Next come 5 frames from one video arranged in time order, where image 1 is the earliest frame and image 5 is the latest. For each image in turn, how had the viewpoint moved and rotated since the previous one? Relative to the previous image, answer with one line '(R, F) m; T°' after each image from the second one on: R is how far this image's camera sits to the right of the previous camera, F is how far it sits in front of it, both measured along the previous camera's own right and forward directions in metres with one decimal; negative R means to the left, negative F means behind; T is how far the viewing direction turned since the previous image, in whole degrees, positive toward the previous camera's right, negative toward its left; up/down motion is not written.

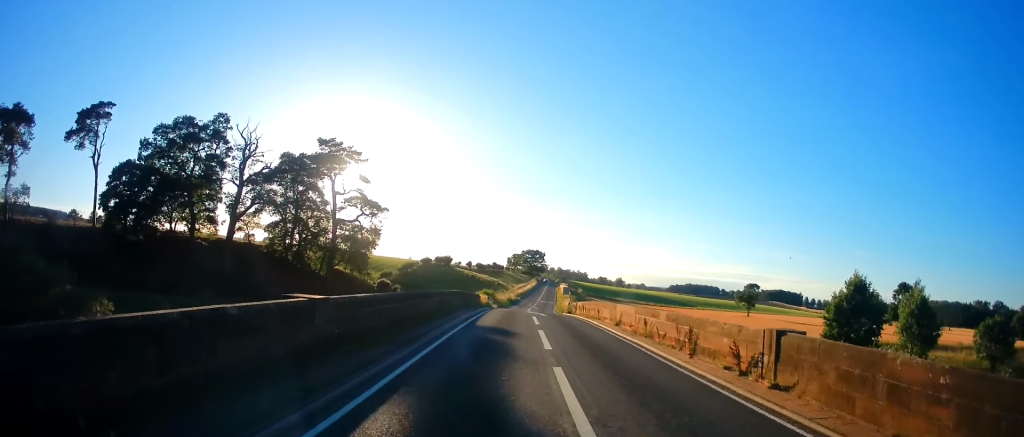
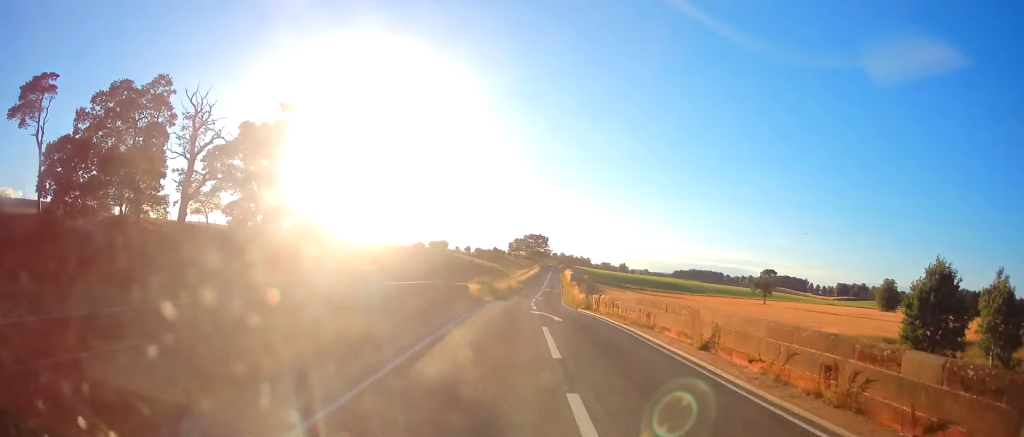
(0.0, +12.2) m; 0°
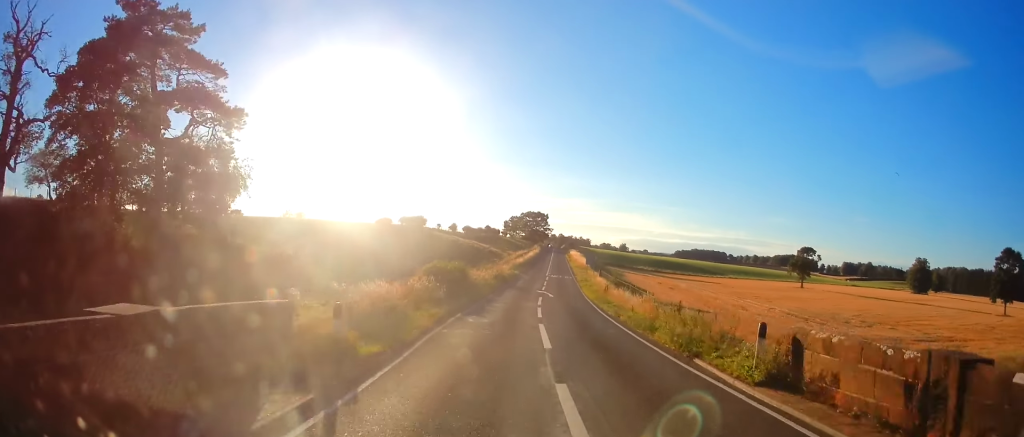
(-0.2, +27.8) m; -1°
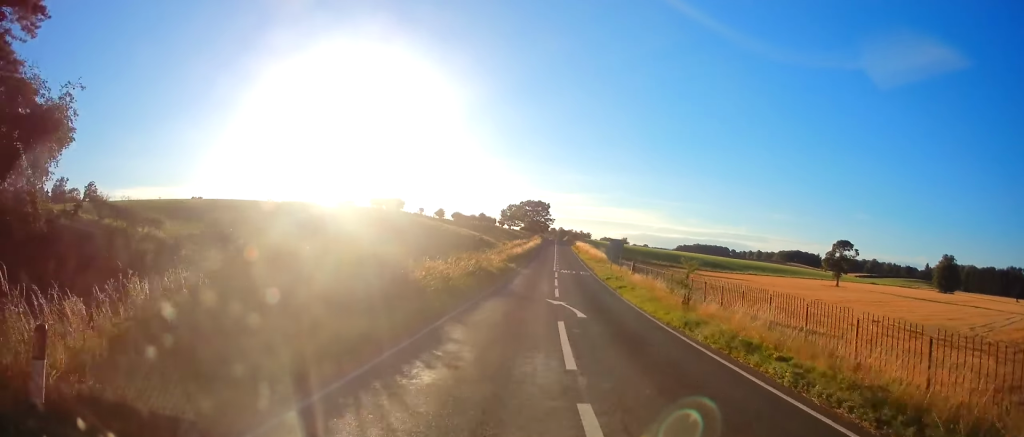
(0.0, +20.4) m; 0°
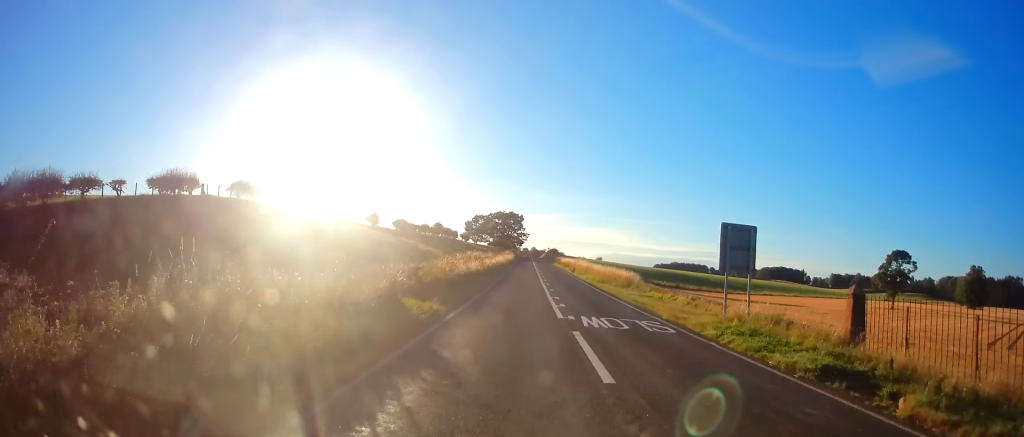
(+0.7, +33.7) m; +2°
